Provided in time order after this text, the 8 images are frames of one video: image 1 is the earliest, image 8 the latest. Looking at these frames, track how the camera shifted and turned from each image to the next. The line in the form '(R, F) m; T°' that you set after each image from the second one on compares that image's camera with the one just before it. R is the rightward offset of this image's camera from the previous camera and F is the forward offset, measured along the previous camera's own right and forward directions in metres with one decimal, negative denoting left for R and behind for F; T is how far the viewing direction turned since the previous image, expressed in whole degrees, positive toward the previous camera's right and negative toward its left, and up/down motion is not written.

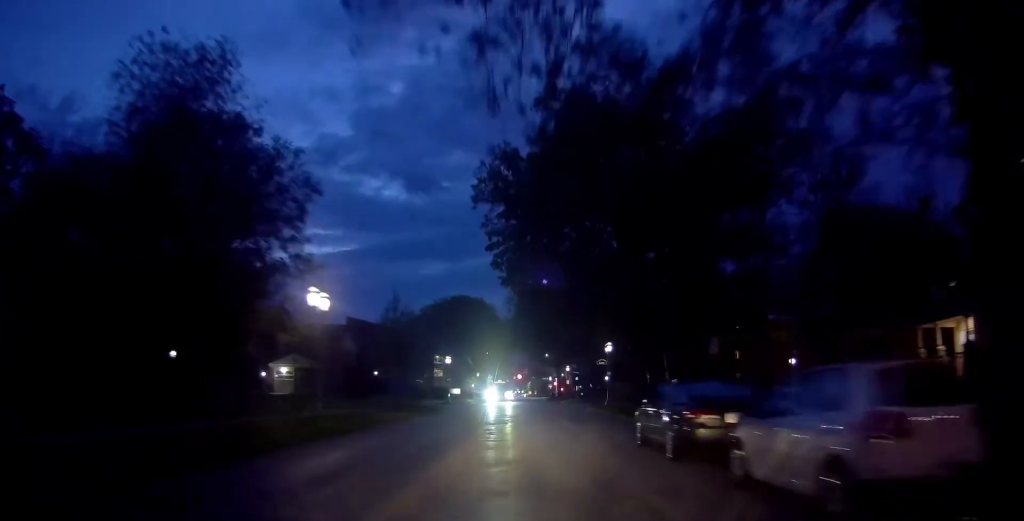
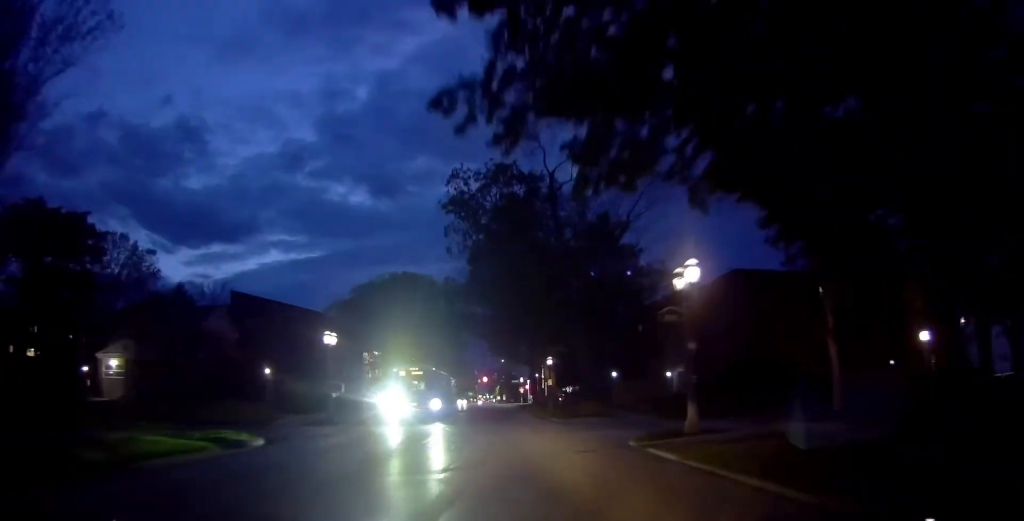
(0.0, +28.2) m; +2°
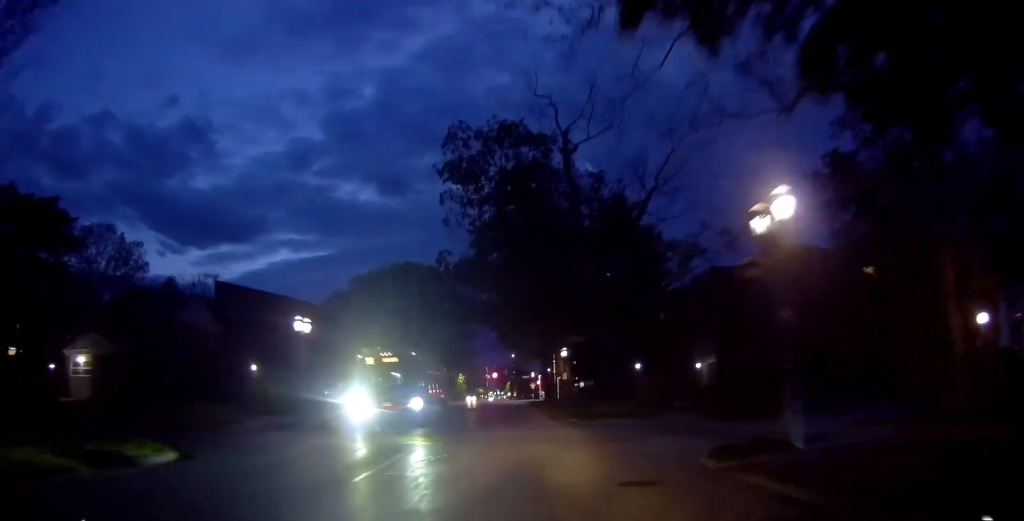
(-0.1, +5.4) m; +1°
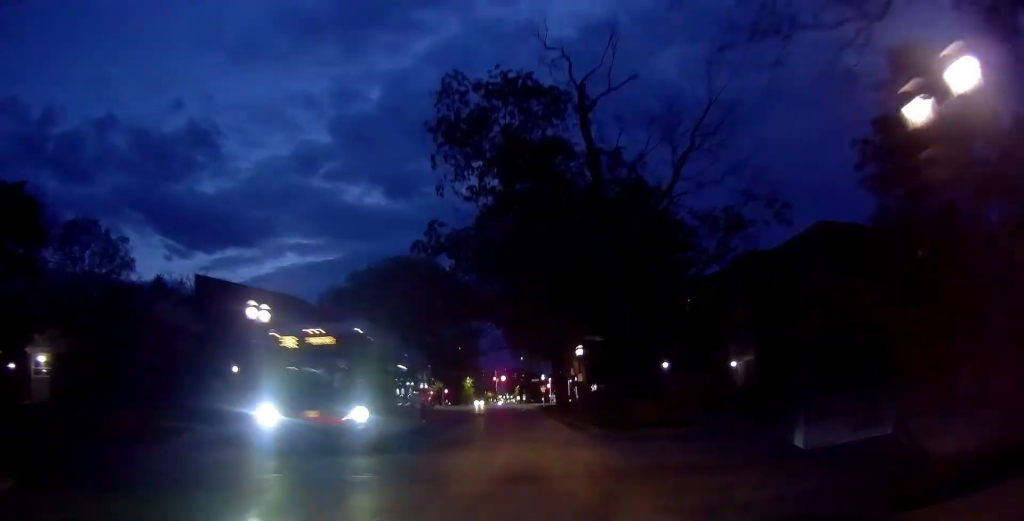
(+0.2, +5.1) m; -1°
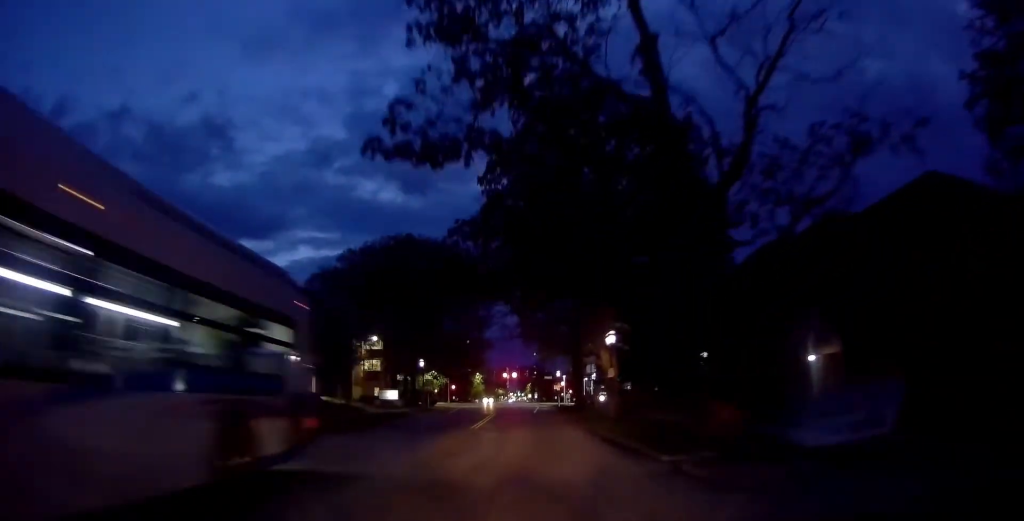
(+0.1, +9.2) m; -2°
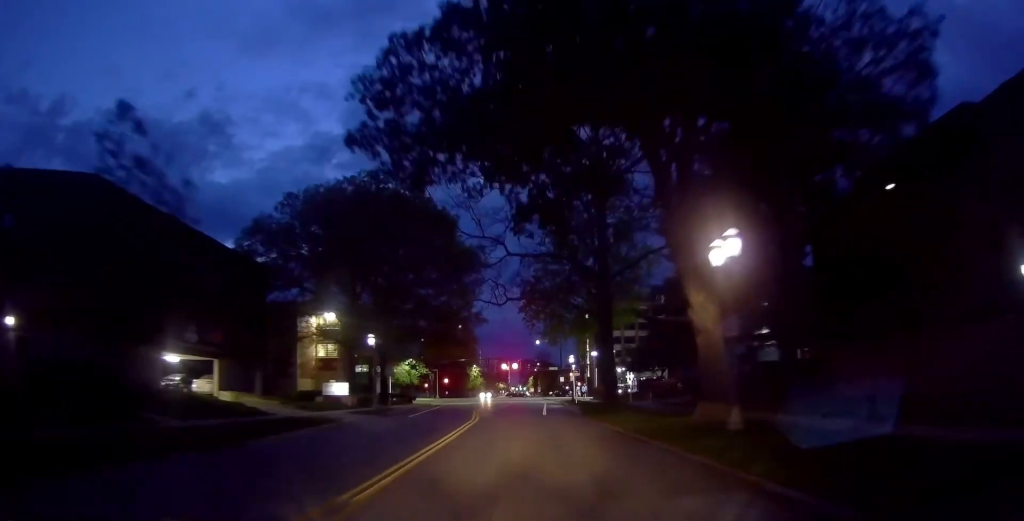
(-0.7, +17.7) m; 0°
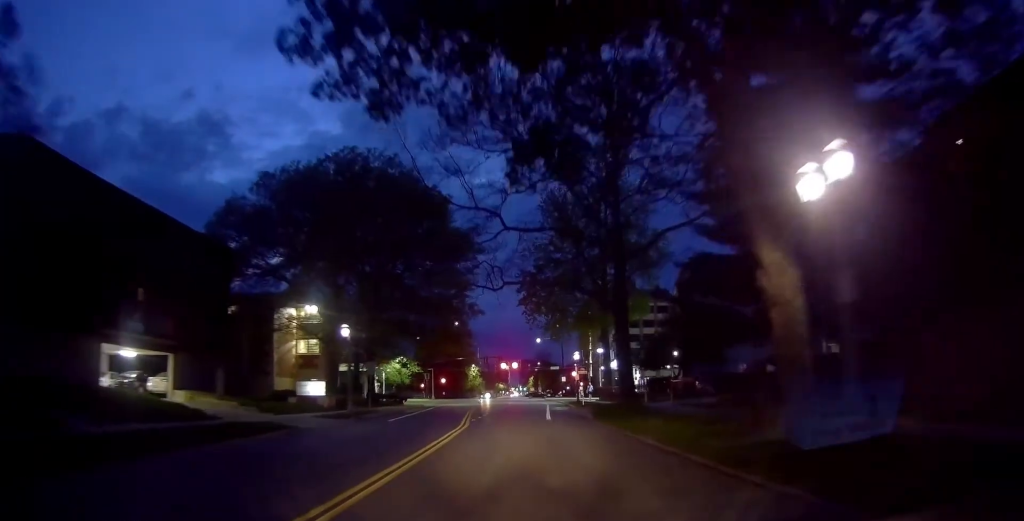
(+0.1, +5.4) m; +1°
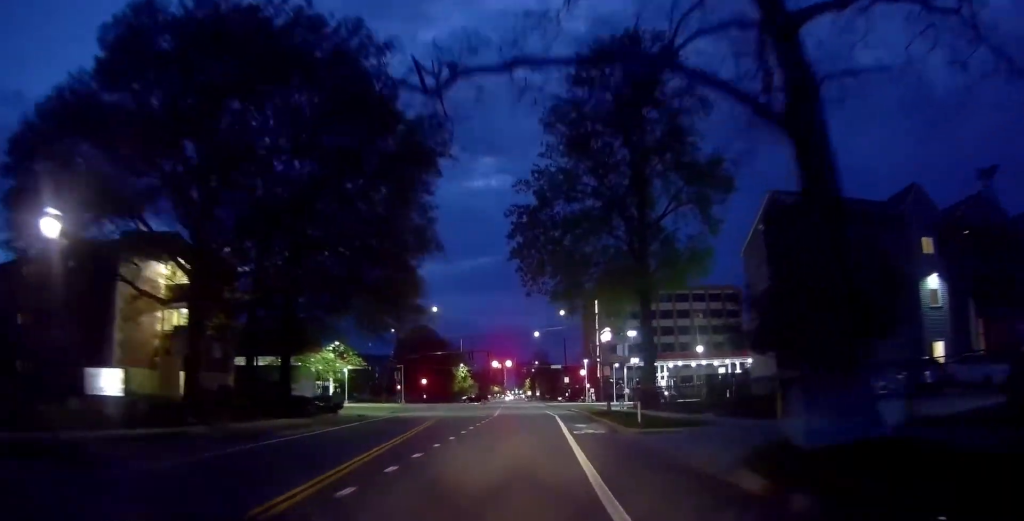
(0.0, +20.5) m; 0°
